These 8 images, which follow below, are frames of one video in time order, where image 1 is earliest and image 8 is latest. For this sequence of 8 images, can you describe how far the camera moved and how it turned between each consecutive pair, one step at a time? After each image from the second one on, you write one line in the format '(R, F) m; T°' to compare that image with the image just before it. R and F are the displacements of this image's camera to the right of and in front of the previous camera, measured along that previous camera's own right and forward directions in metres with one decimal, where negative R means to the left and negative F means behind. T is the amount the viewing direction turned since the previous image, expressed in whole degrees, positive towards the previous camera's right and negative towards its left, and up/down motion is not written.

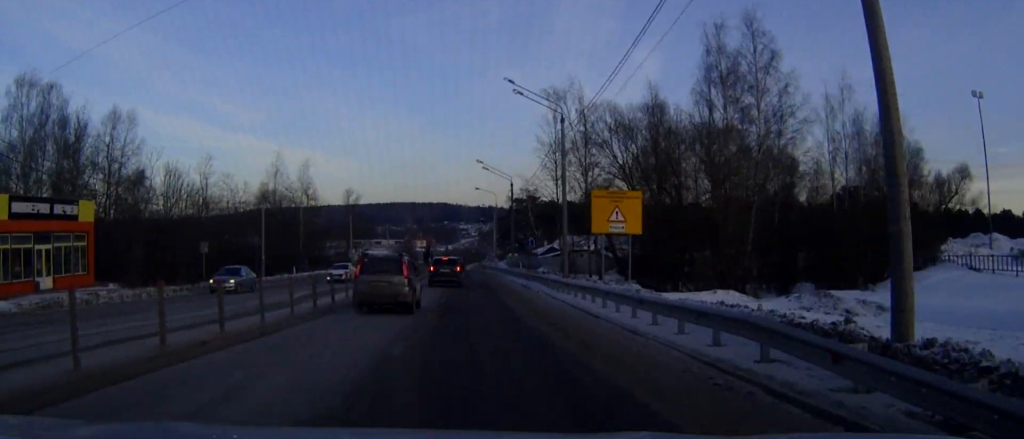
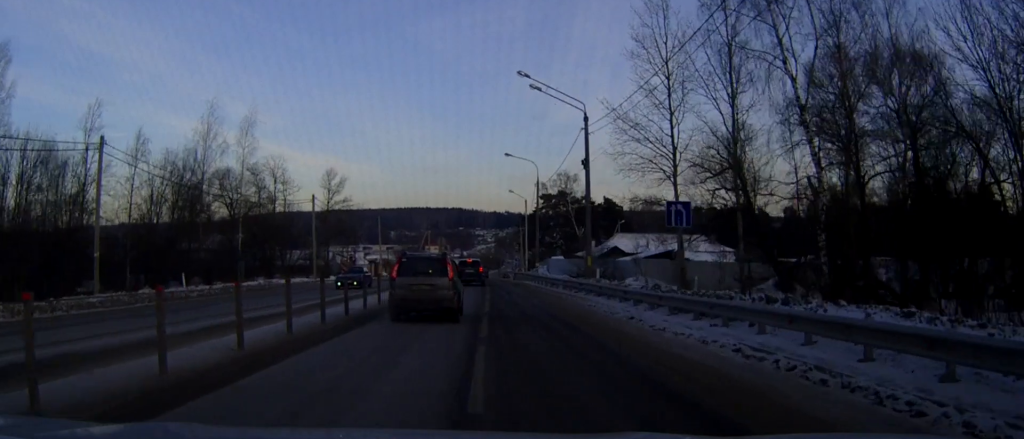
(-0.2, +32.5) m; 0°
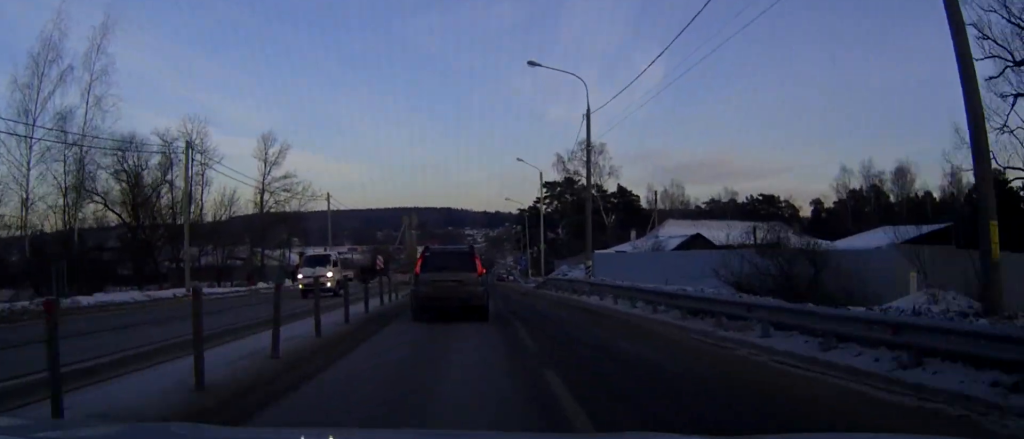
(+0.1, +27.6) m; +1°
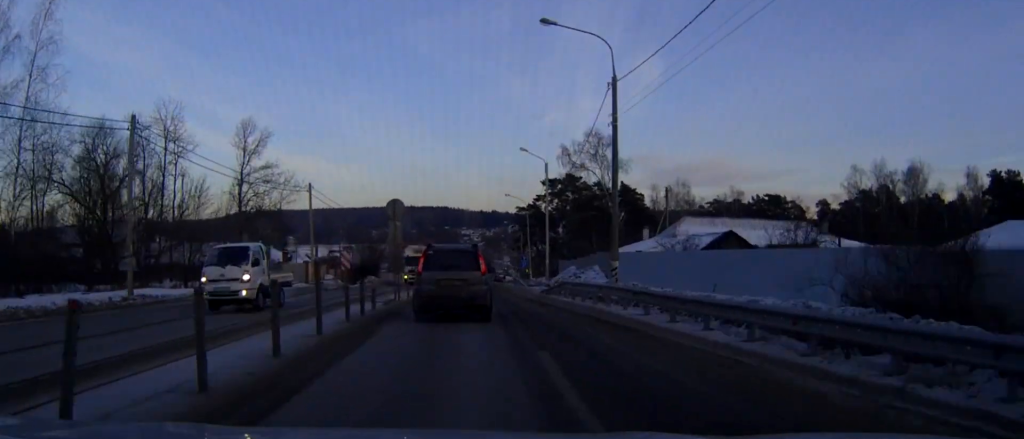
(0.0, +6.1) m; 0°
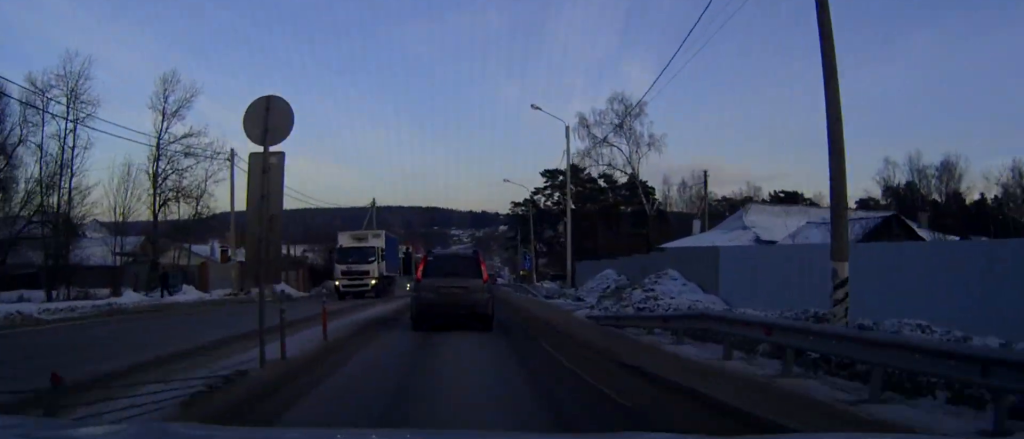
(+0.1, +16.5) m; 0°
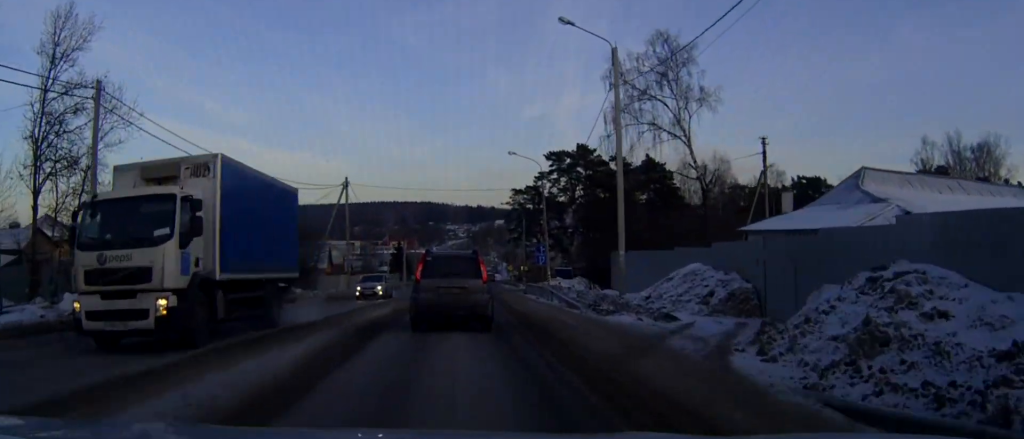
(0.0, +14.5) m; 0°
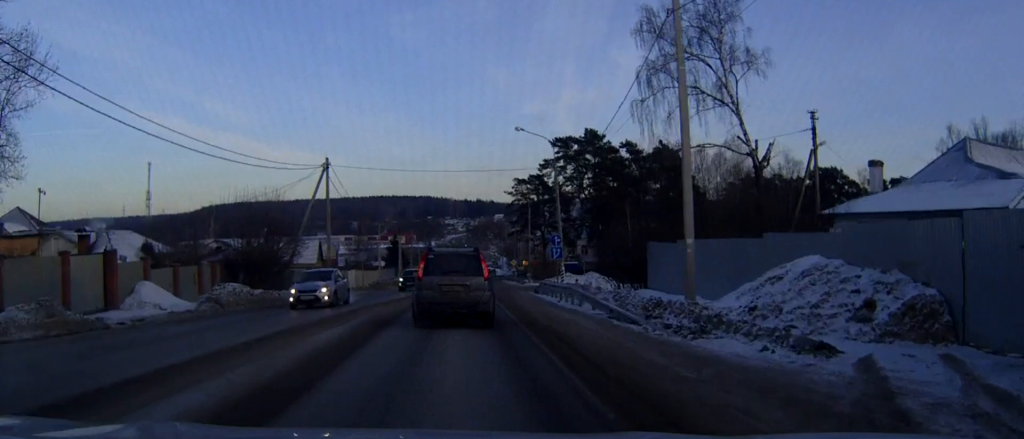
(0.0, +8.1) m; 0°
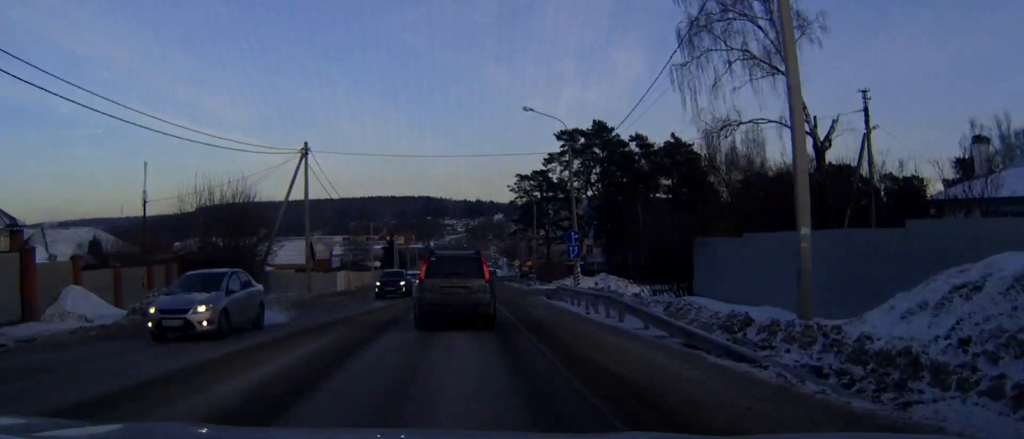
(+0.1, +6.7) m; 0°
